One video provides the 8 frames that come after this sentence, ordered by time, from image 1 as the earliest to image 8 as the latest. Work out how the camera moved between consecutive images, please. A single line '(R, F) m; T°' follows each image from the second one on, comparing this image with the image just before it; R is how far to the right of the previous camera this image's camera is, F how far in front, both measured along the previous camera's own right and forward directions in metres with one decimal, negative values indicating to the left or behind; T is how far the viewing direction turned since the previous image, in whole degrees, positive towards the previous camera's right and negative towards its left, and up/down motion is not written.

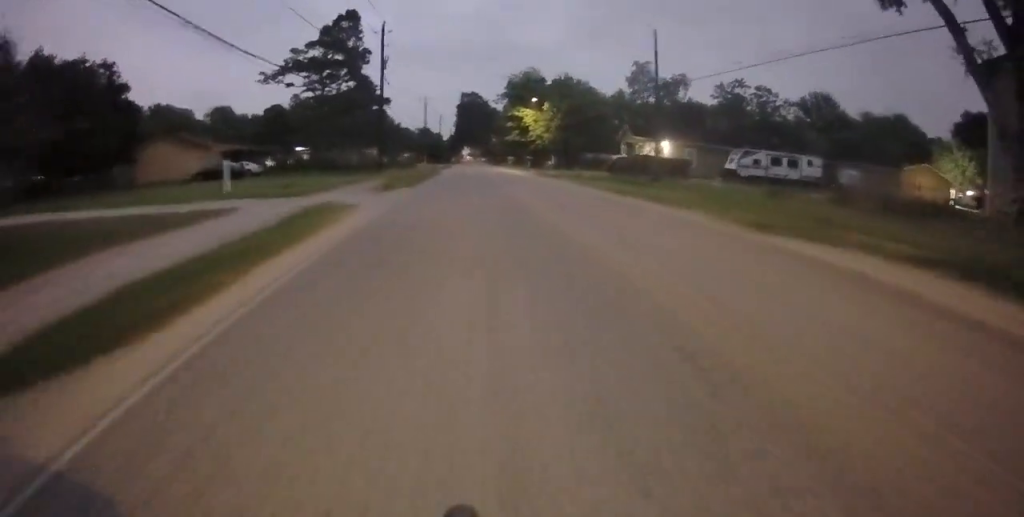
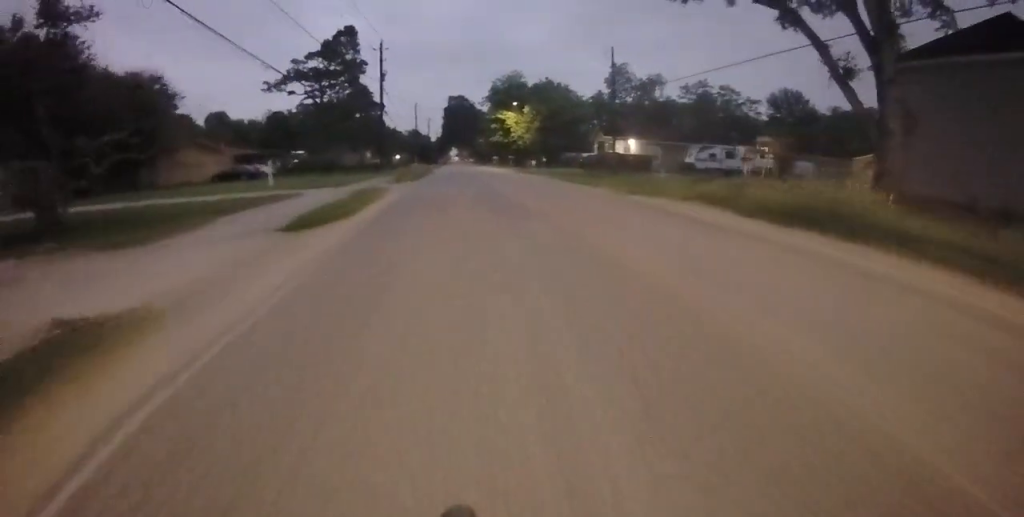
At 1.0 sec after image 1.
(0.0, +6.6) m; 0°
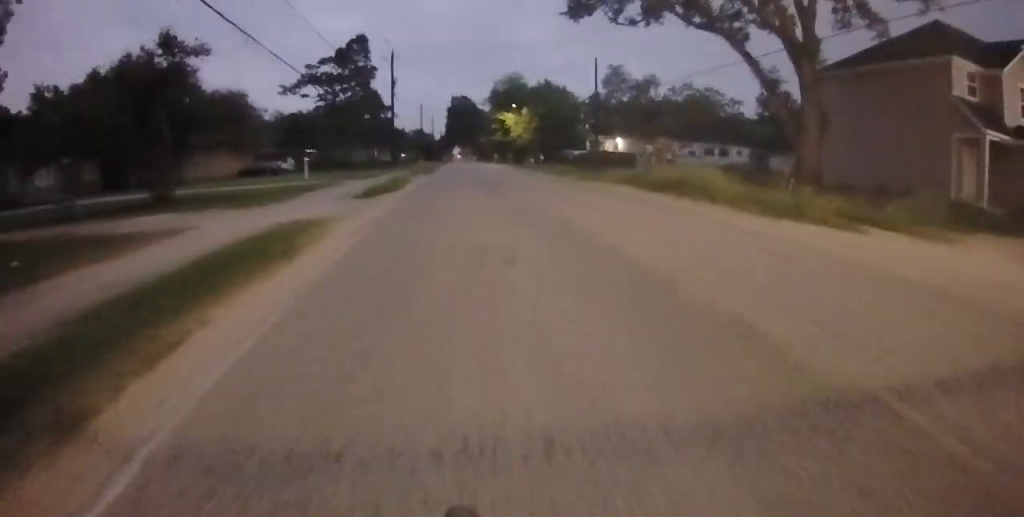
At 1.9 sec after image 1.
(0.0, +5.6) m; 0°
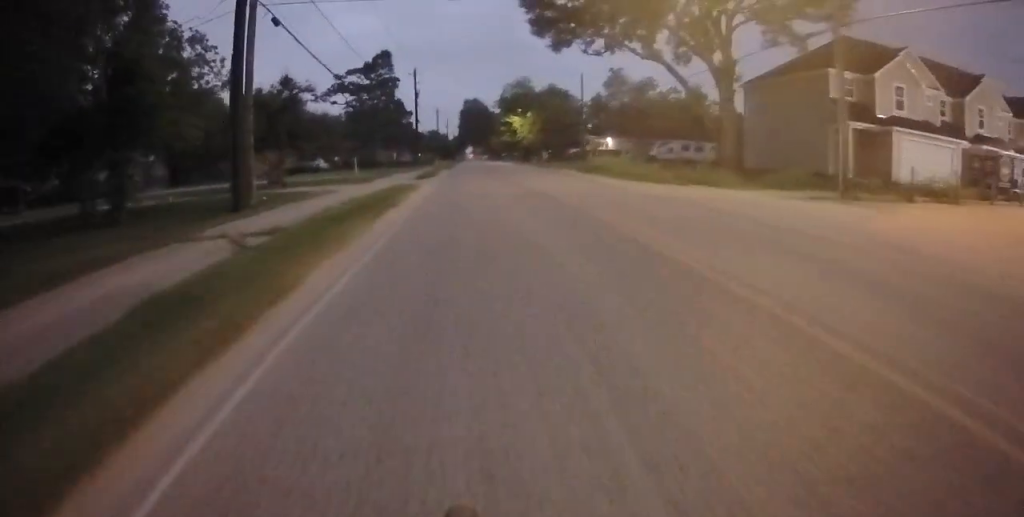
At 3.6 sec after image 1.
(0.0, +10.3) m; 0°
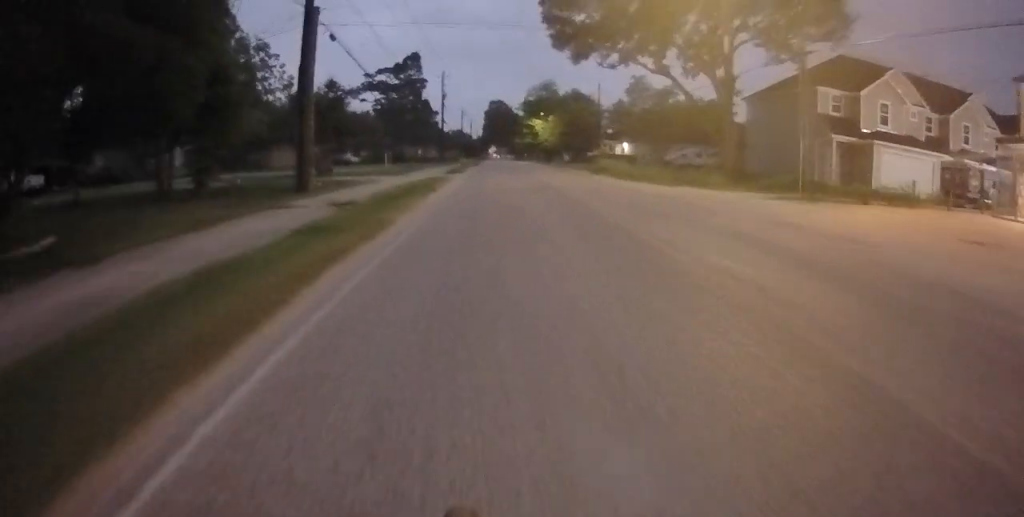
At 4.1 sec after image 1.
(0.0, +3.6) m; 0°
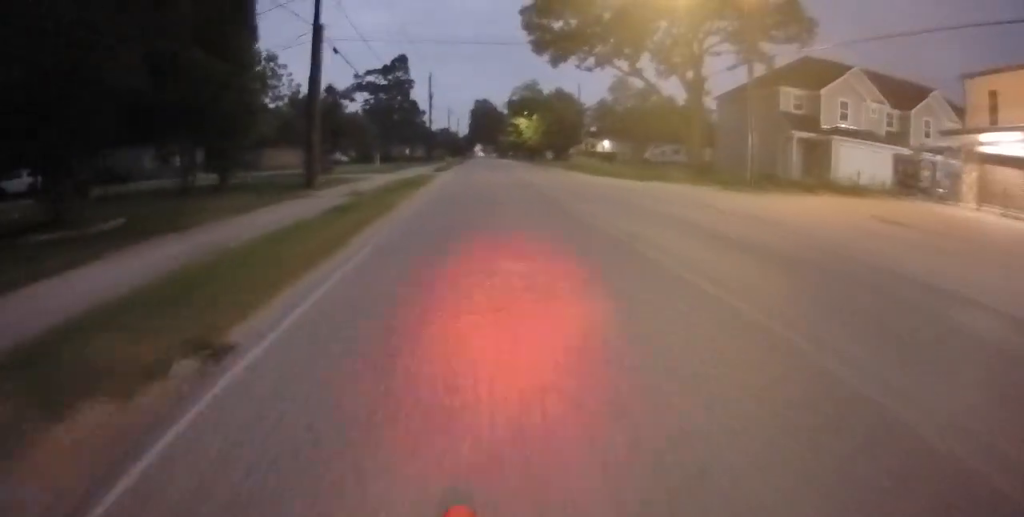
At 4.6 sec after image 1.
(0.0, +3.0) m; 0°
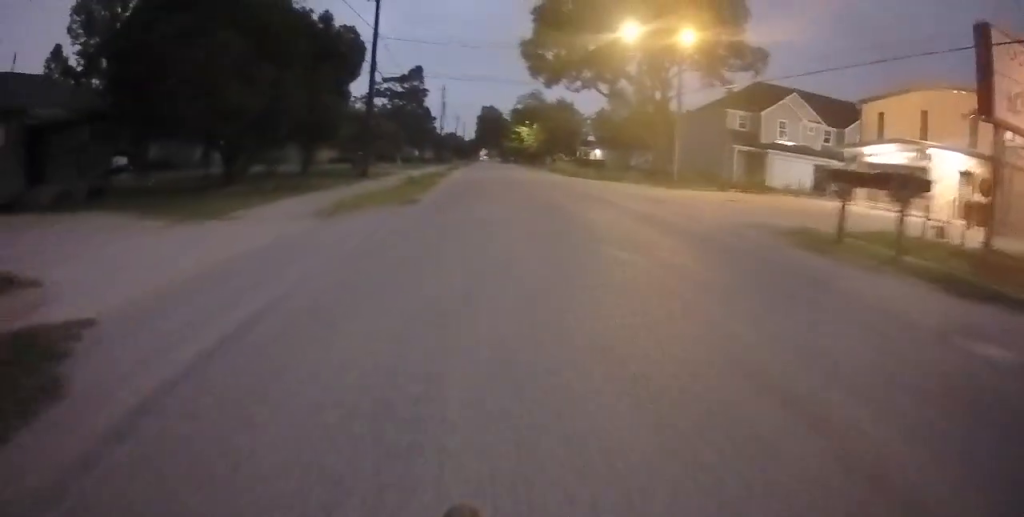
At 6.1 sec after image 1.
(0.0, +9.6) m; 0°
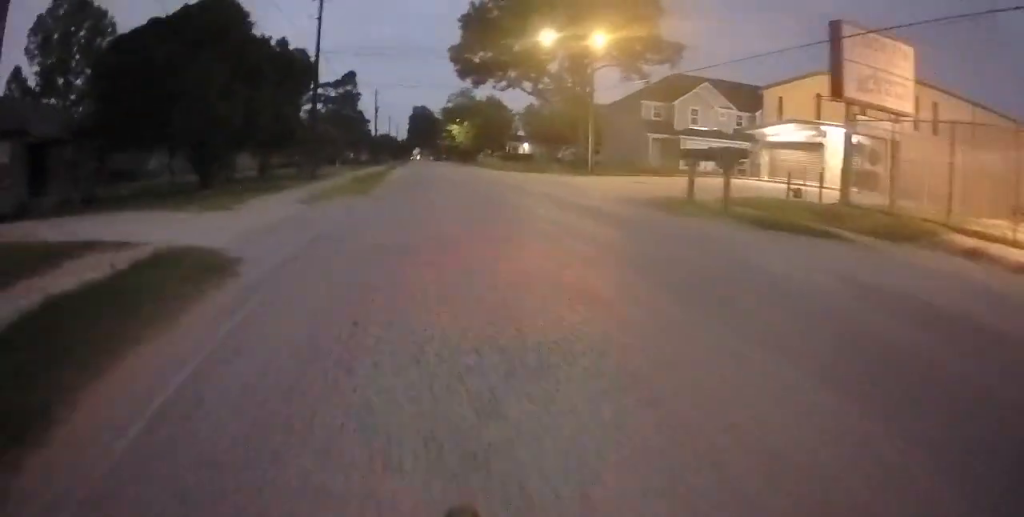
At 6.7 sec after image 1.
(0.0, +3.6) m; 0°
